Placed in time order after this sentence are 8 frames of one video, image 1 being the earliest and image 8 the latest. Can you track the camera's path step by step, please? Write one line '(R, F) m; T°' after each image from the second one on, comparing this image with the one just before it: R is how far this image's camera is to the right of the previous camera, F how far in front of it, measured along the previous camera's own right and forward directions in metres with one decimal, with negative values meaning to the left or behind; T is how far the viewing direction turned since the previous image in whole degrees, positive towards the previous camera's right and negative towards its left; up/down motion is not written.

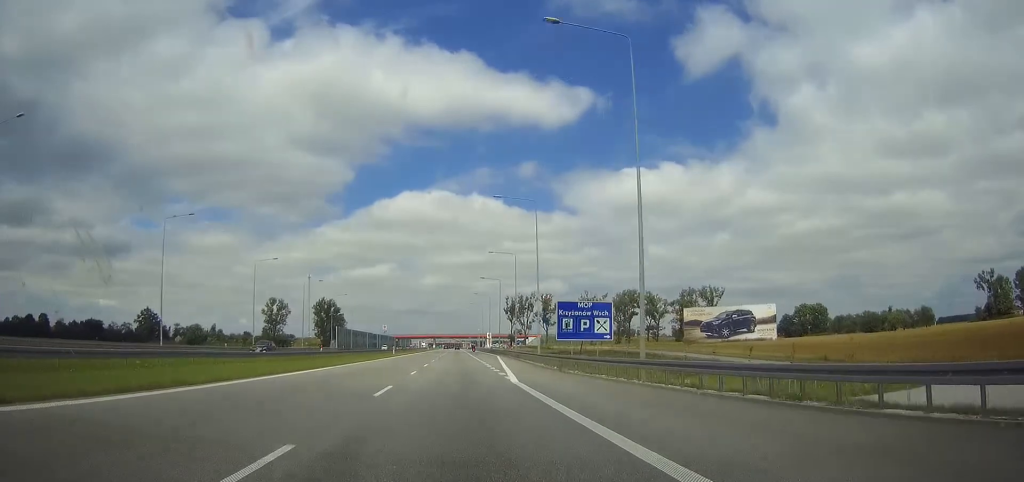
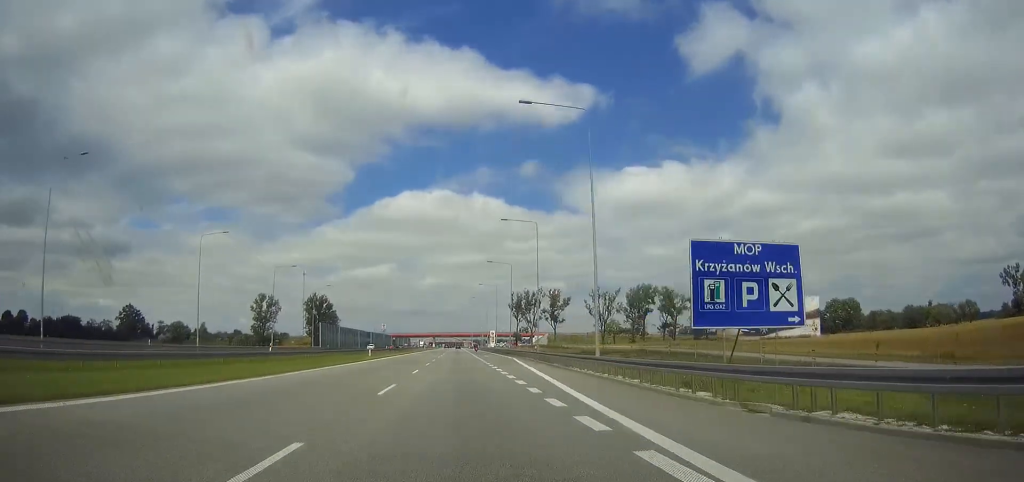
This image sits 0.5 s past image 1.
(0.0, +24.0) m; 0°
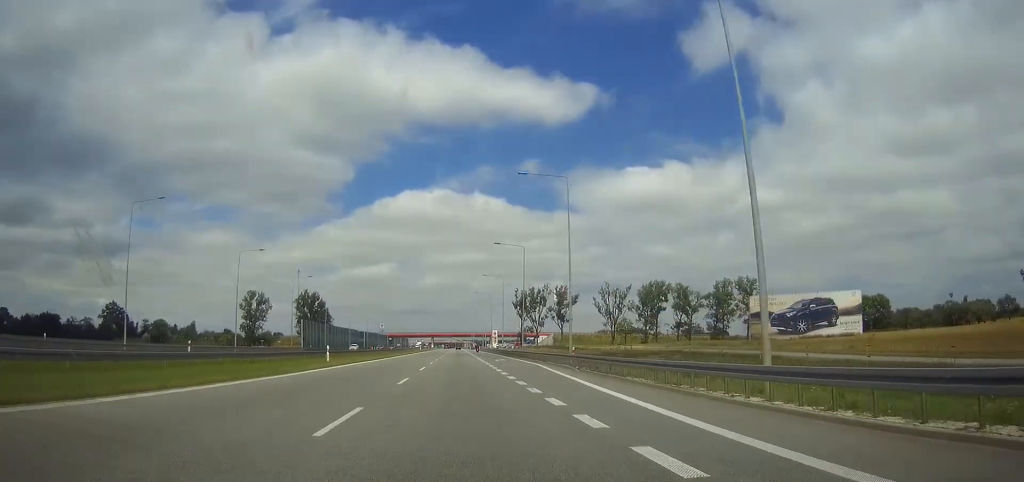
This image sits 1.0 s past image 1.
(0.0, +19.5) m; 0°
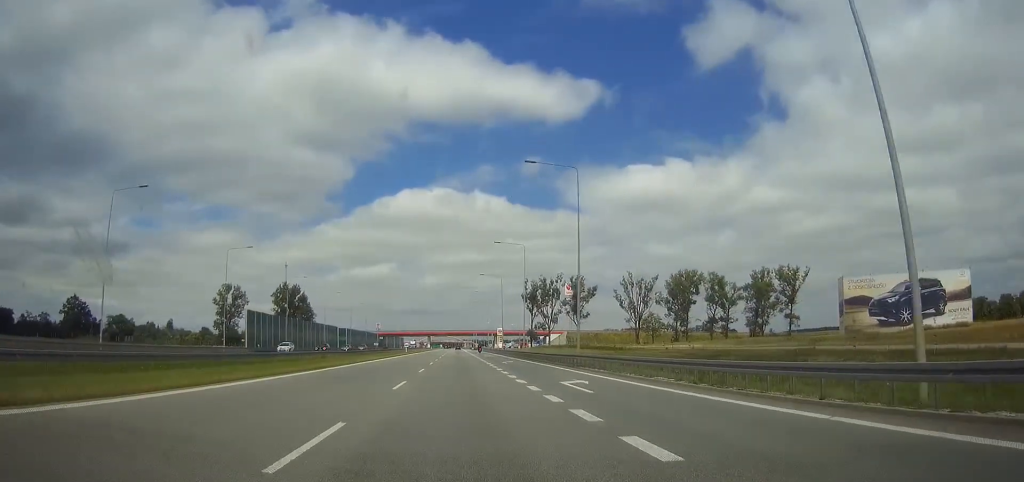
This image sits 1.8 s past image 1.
(0.0, +39.0) m; 0°
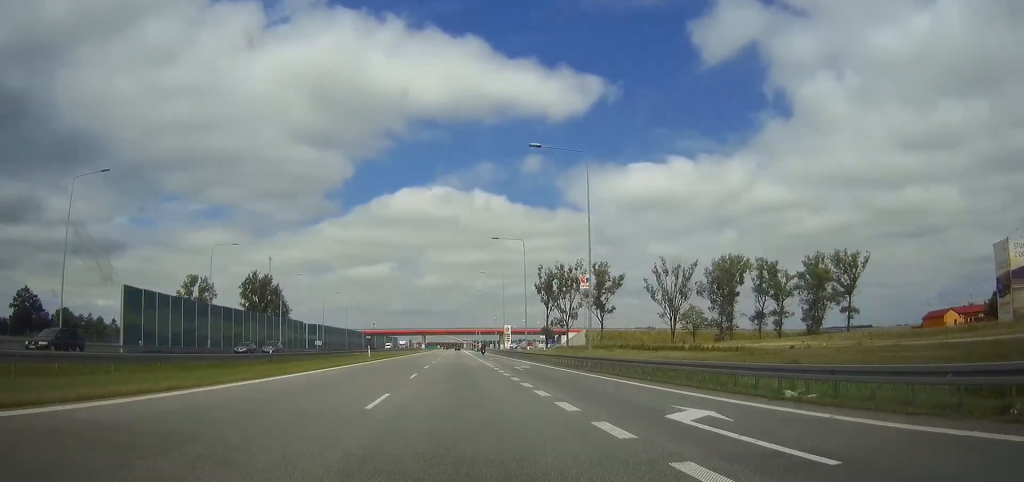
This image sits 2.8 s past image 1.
(-0.1, +41.9) m; 0°
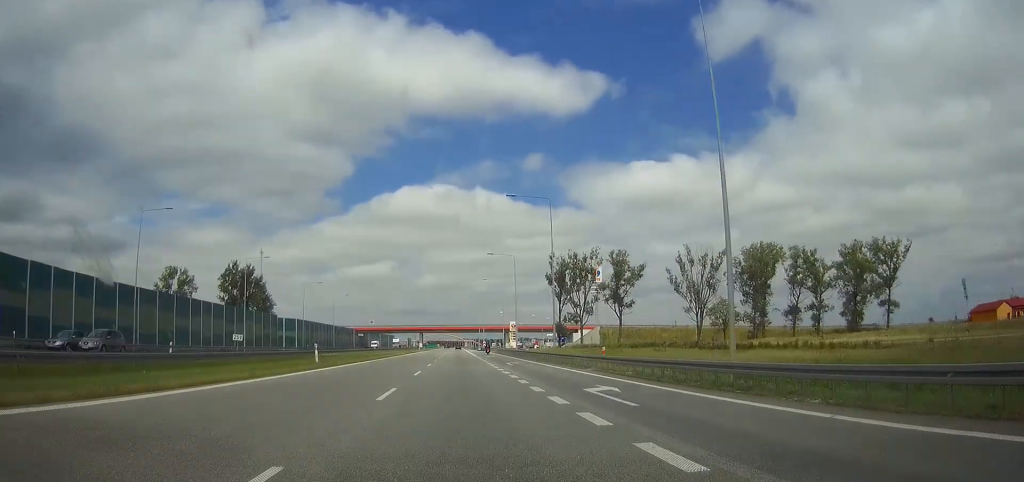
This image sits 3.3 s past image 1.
(0.0, +22.4) m; 0°
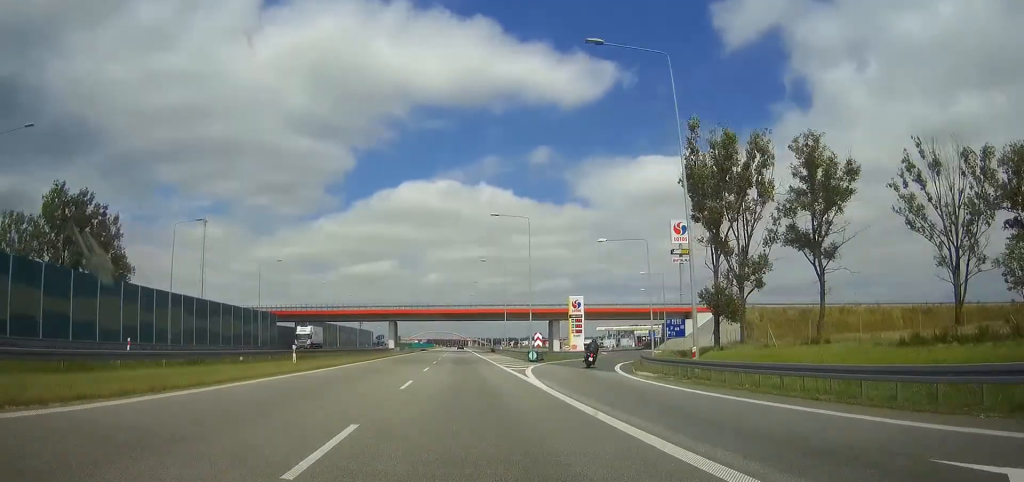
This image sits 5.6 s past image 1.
(0.0, +105.7) m; 0°
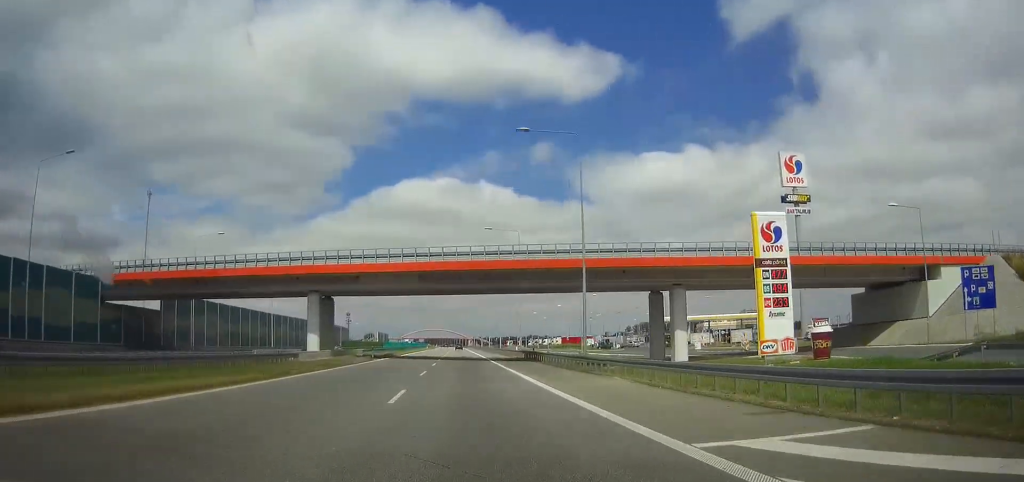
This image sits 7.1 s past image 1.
(+0.1, +64.9) m; 0°
